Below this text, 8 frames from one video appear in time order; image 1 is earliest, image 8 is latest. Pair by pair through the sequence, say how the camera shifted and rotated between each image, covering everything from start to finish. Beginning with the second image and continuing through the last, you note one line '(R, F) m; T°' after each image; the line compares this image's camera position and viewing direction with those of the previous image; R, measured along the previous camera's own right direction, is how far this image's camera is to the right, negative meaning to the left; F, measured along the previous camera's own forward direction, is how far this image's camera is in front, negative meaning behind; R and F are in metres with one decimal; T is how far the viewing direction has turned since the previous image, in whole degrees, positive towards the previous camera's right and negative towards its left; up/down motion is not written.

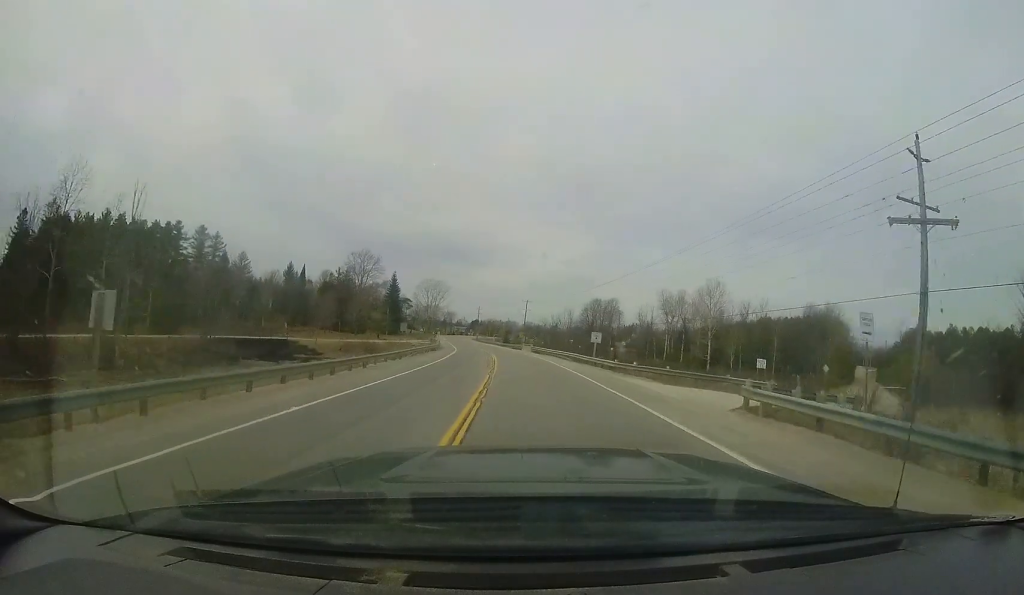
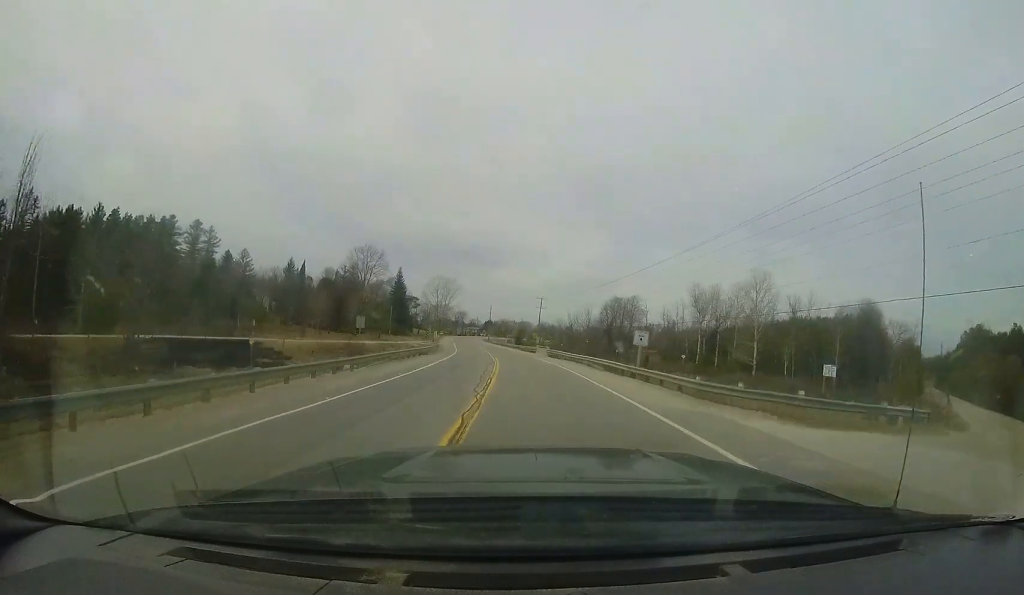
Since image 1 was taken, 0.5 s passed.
(-0.1, +9.6) m; -1°
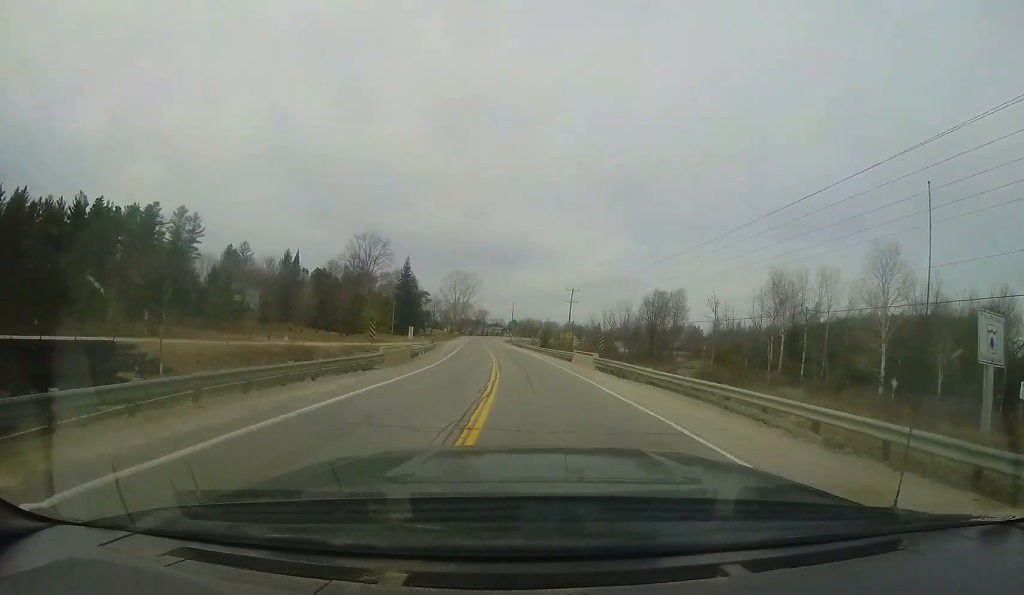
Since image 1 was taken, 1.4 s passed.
(-0.4, +18.2) m; -2°
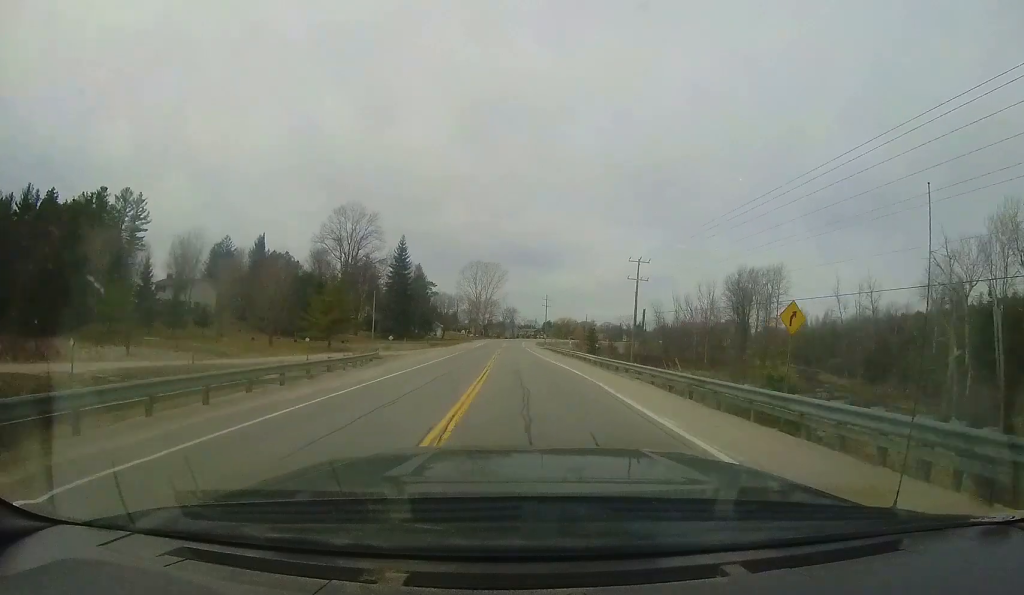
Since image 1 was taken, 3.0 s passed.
(-1.0, +30.6) m; -6°
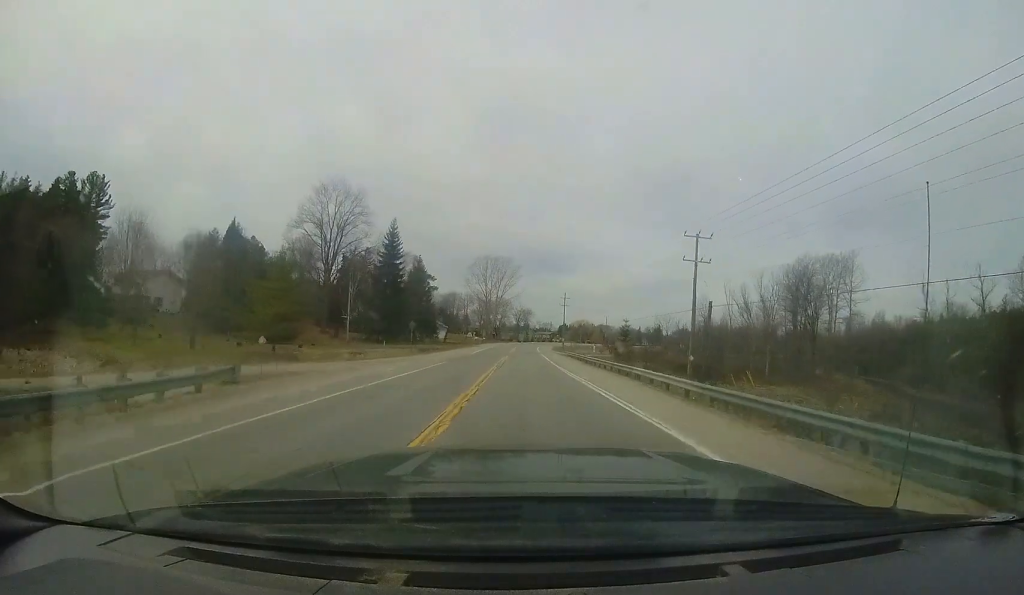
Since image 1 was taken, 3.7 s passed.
(-0.7, +14.6) m; -3°
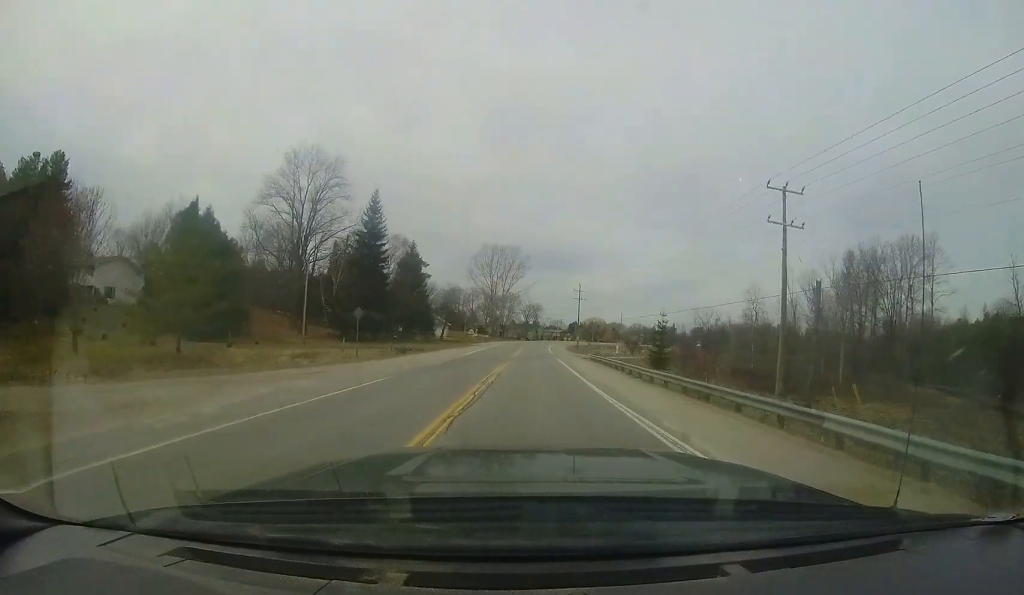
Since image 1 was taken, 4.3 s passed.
(-0.4, +12.6) m; -2°
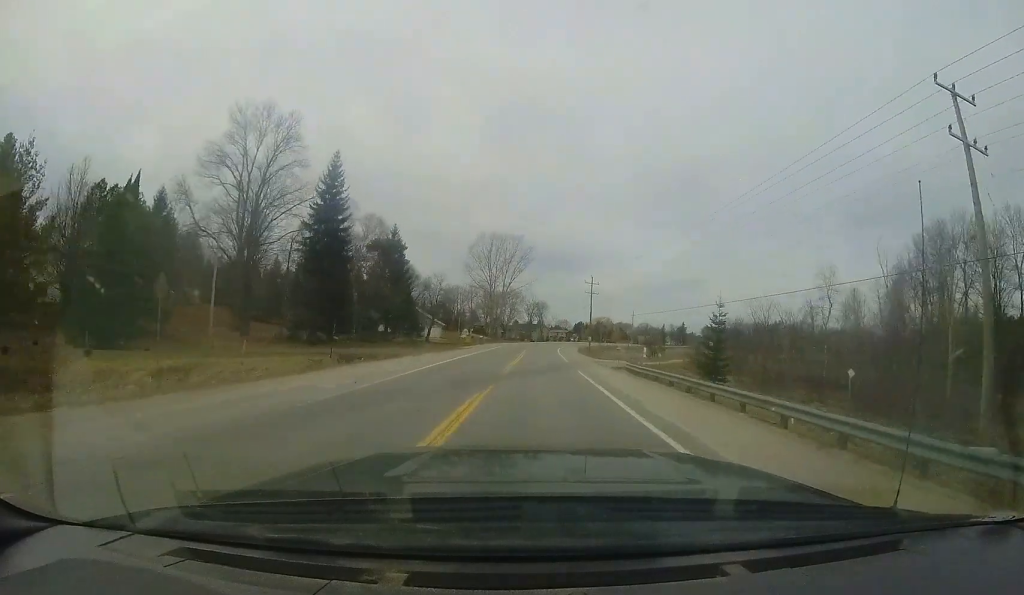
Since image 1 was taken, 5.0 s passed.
(+0.1, +13.2) m; -1°
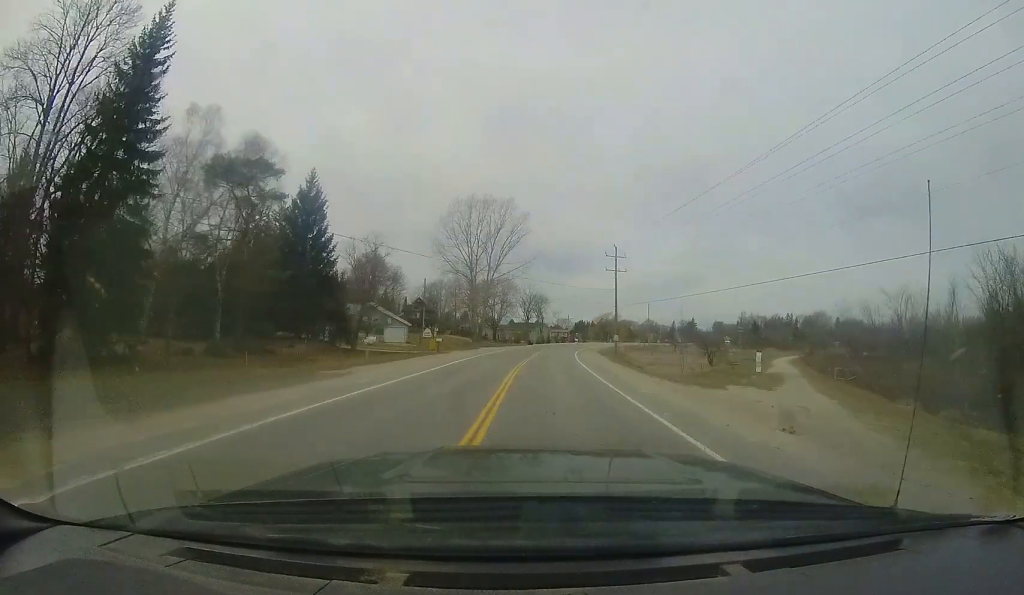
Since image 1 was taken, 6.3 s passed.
(-0.6, +25.9) m; 0°
